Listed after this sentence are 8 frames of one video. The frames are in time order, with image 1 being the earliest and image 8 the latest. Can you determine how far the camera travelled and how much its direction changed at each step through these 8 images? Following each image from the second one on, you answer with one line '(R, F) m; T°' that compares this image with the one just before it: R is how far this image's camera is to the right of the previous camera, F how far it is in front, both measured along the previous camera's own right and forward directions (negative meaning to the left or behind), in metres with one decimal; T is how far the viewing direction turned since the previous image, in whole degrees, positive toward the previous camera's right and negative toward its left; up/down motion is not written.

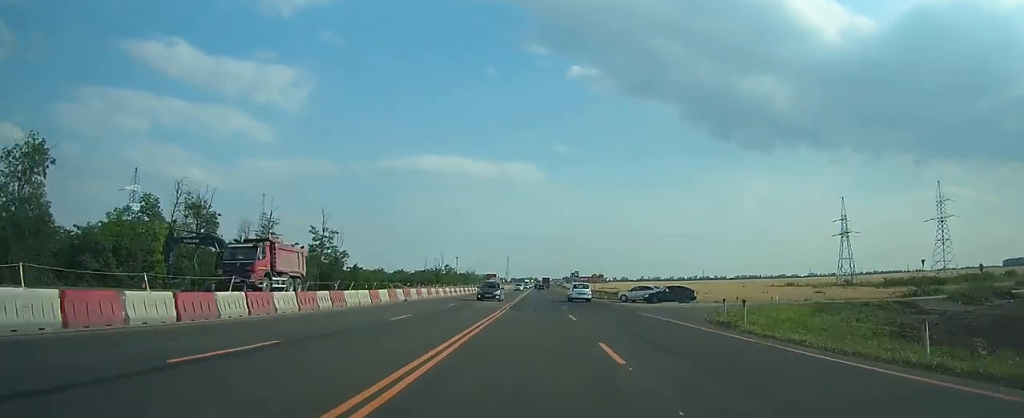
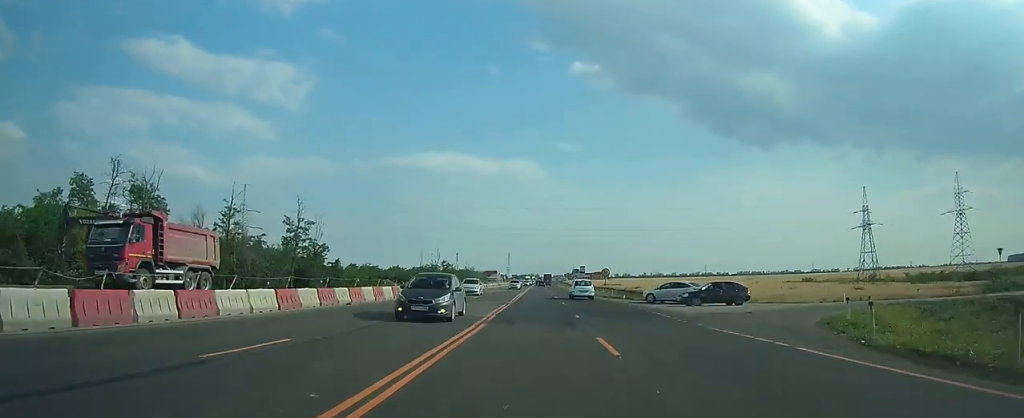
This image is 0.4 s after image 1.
(0.0, +11.5) m; 0°
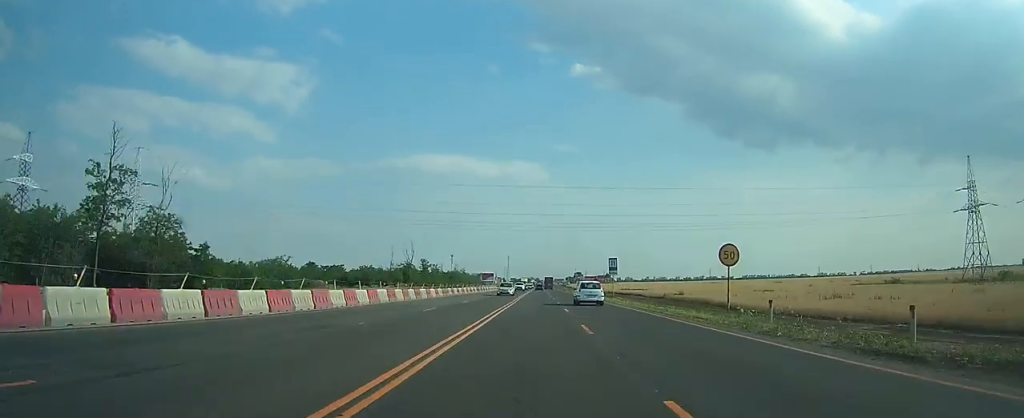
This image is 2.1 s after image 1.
(+0.1, +44.2) m; 0°
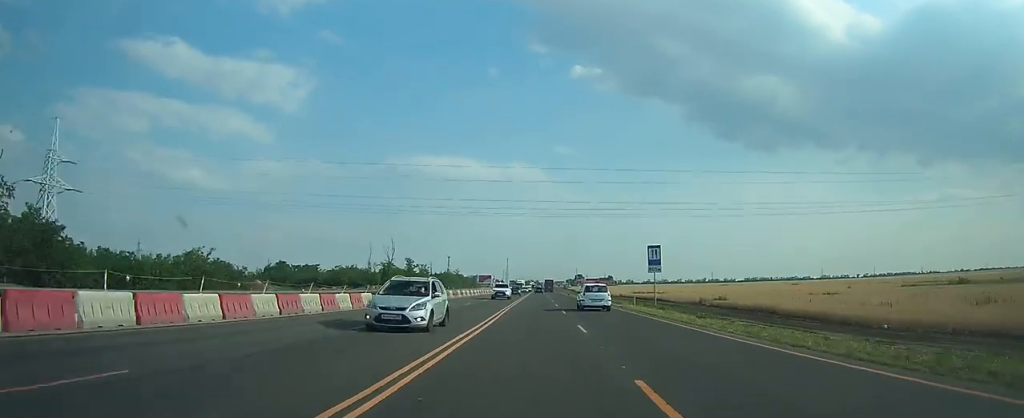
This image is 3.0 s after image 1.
(0.0, +22.7) m; 0°
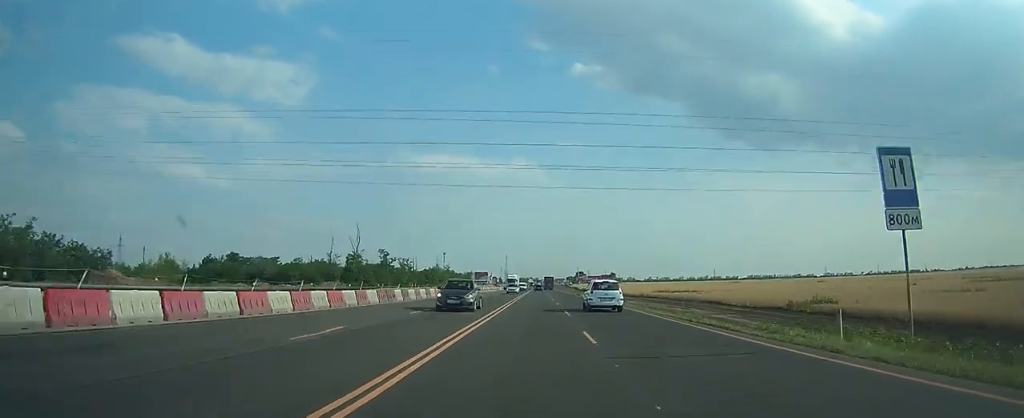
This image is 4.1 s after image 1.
(0.0, +28.4) m; 0°
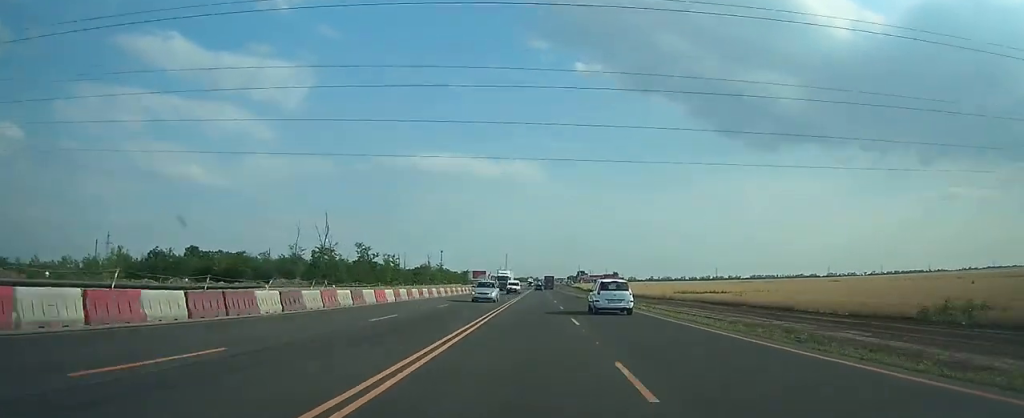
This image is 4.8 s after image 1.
(+0.1, +18.7) m; 0°
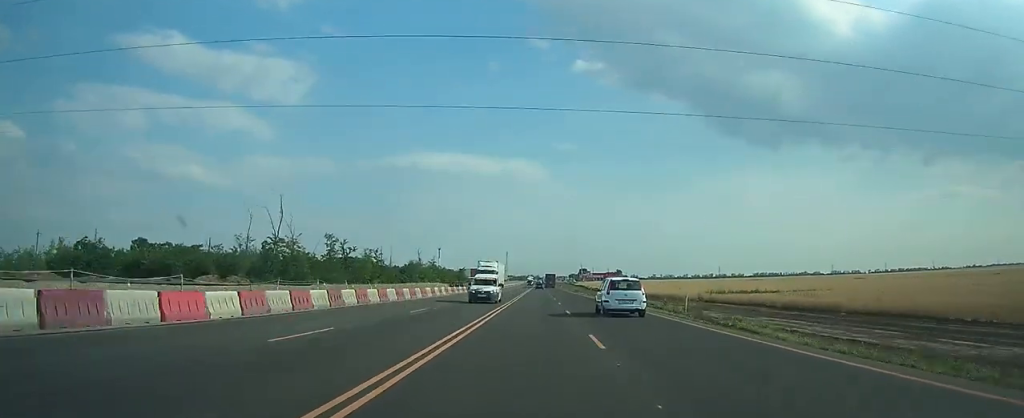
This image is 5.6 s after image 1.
(0.0, +19.3) m; 0°
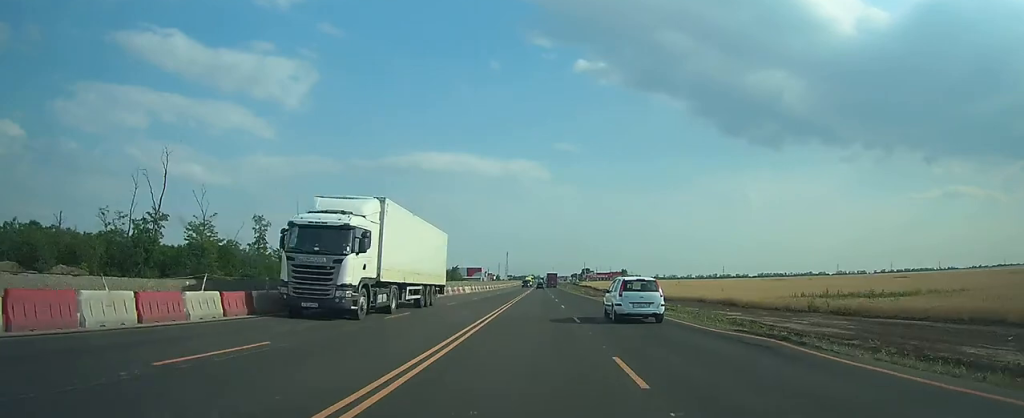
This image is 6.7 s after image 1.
(0.0, +29.0) m; 0°
